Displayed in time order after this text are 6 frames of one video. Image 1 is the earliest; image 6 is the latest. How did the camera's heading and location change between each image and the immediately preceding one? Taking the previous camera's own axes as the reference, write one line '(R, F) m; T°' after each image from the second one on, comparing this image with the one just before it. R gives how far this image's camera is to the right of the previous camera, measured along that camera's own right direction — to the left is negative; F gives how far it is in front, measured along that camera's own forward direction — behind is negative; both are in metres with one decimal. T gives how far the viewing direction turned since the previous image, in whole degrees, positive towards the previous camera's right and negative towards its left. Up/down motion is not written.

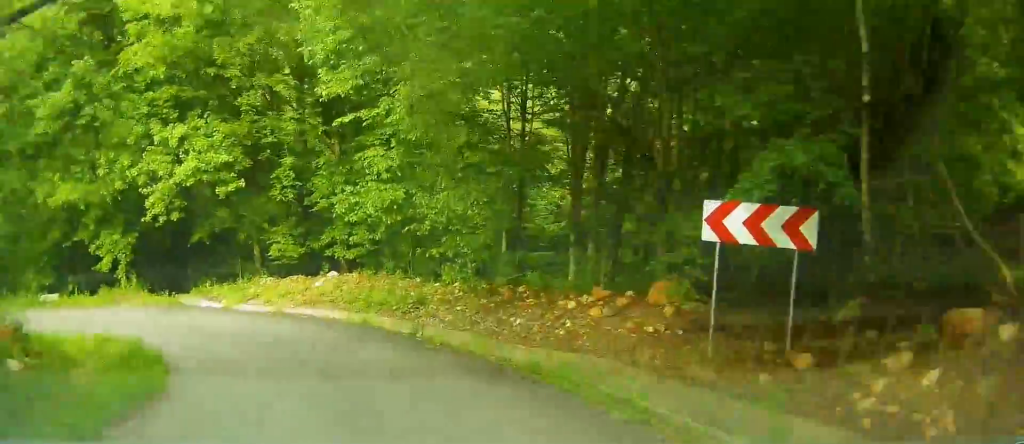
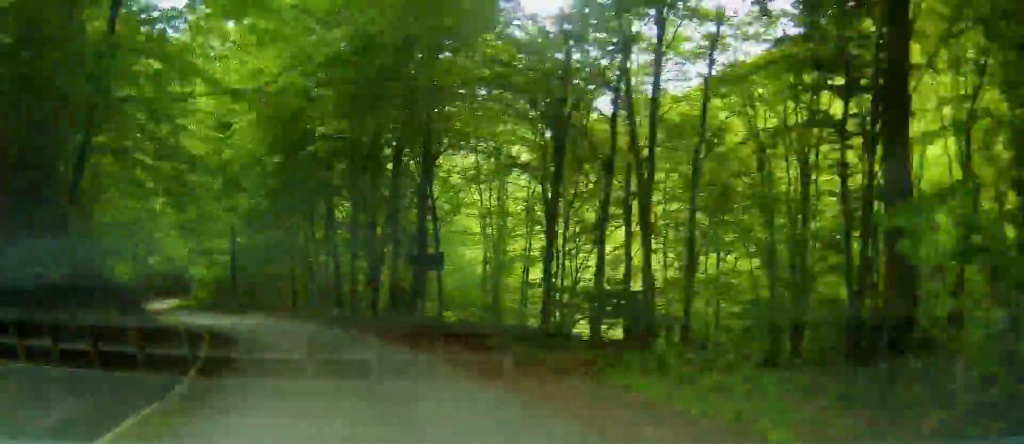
(-45.1, +14.6) m; -105°
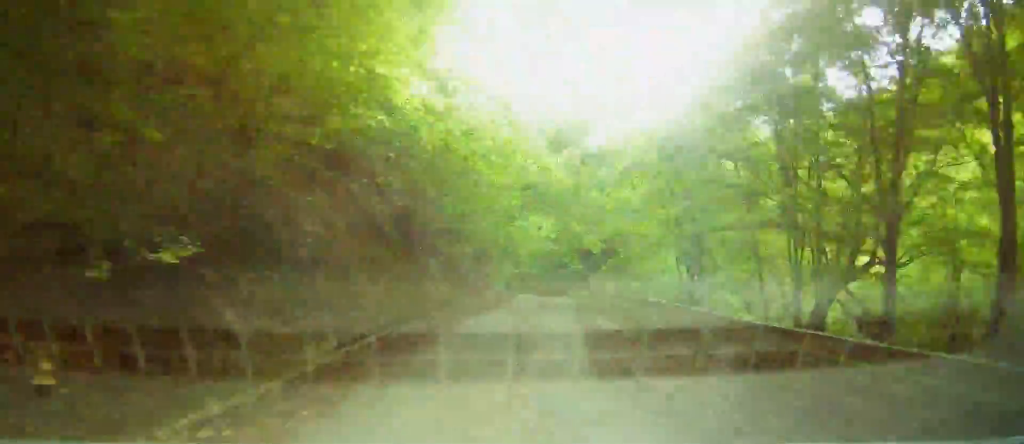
(-7.1, +77.2) m; +7°
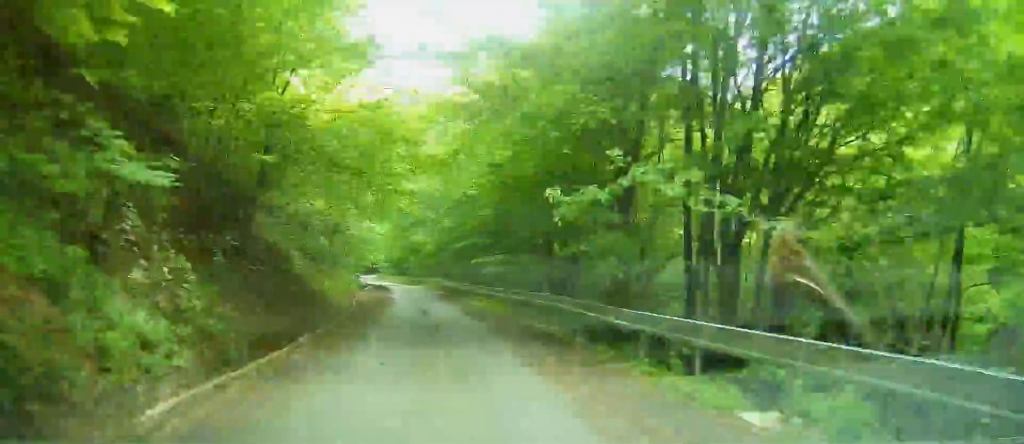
(+5.4, +49.2) m; +7°
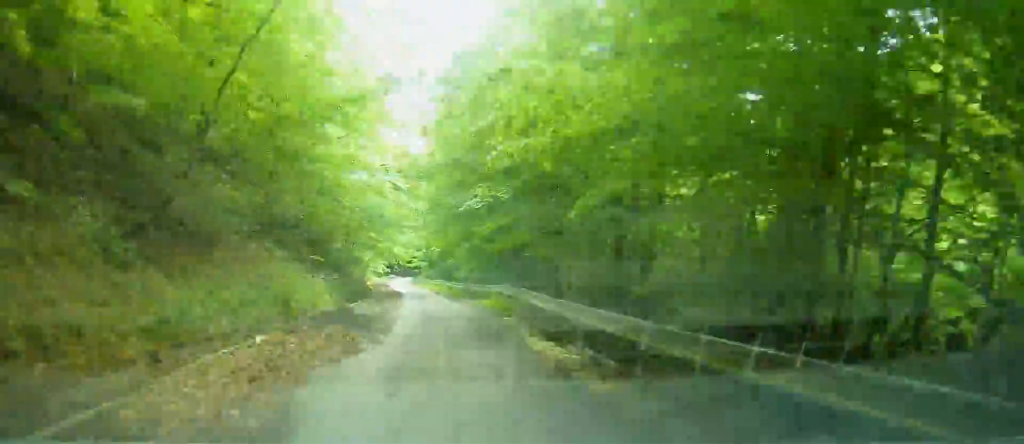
(+0.5, +28.5) m; -2°
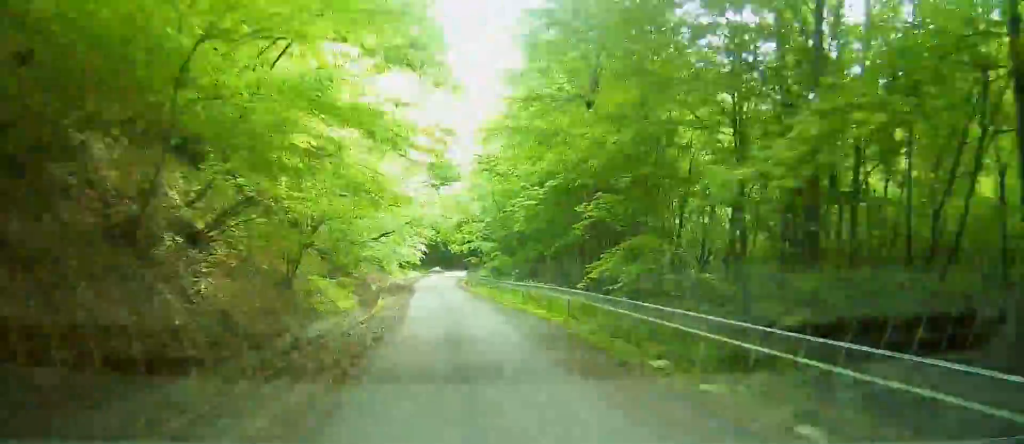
(-1.5, +36.3) m; -1°
